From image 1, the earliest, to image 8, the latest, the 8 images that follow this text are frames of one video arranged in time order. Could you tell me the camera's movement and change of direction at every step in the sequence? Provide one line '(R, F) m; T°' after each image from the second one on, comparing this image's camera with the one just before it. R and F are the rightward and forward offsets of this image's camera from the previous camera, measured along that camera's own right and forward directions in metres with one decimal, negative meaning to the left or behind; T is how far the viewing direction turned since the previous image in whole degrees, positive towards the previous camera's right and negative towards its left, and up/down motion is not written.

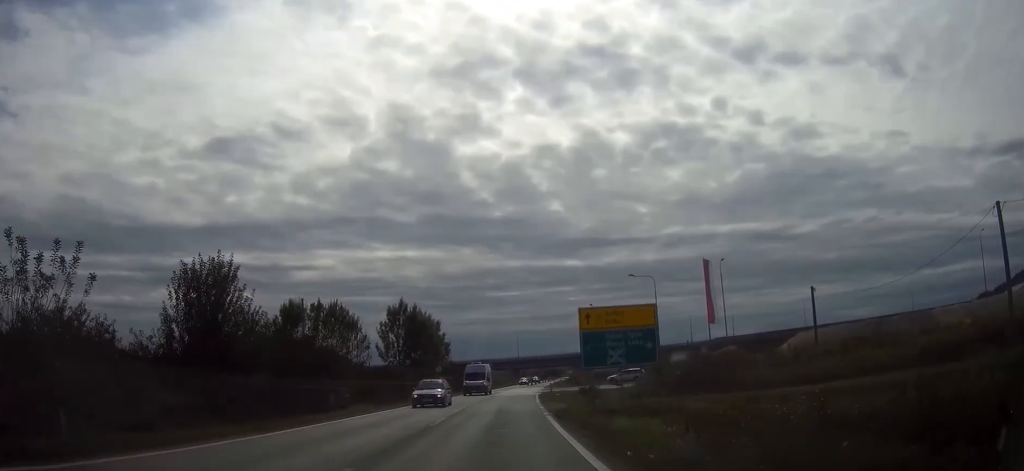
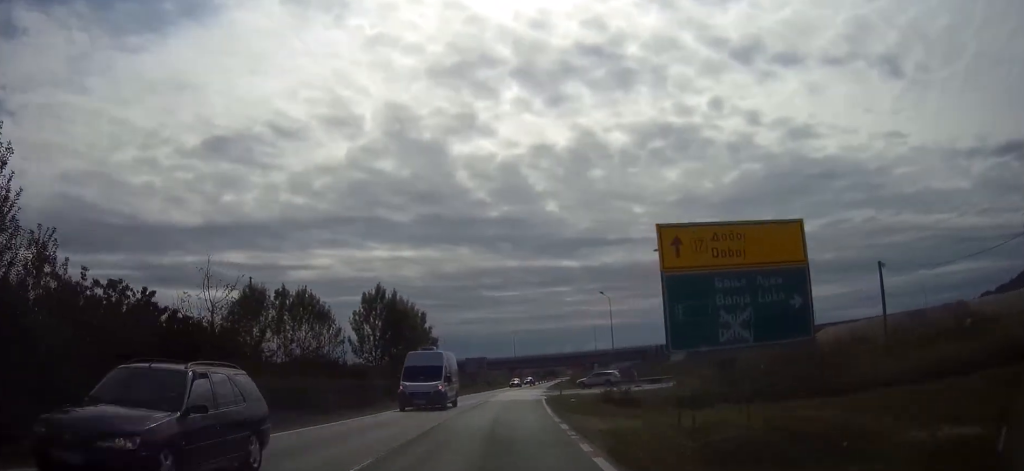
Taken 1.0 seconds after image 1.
(+0.1, +12.8) m; 0°
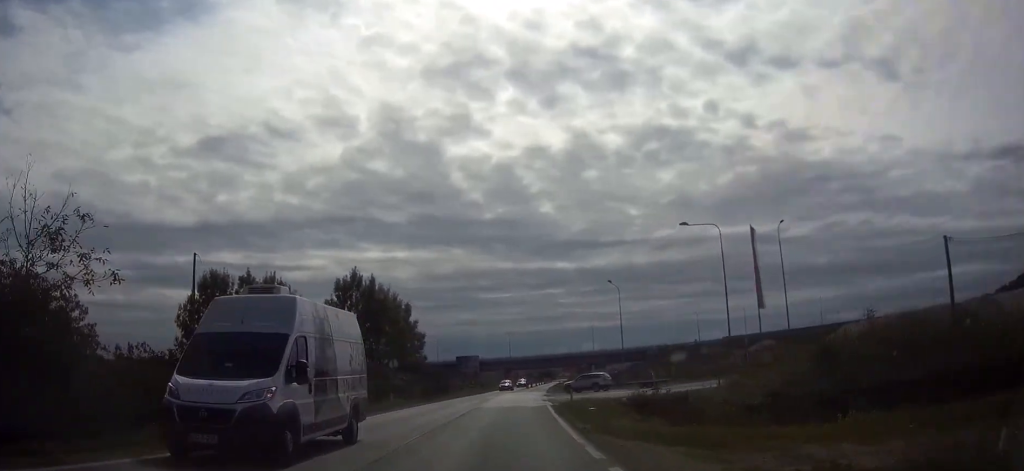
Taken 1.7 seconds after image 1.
(0.0, +9.5) m; 0°
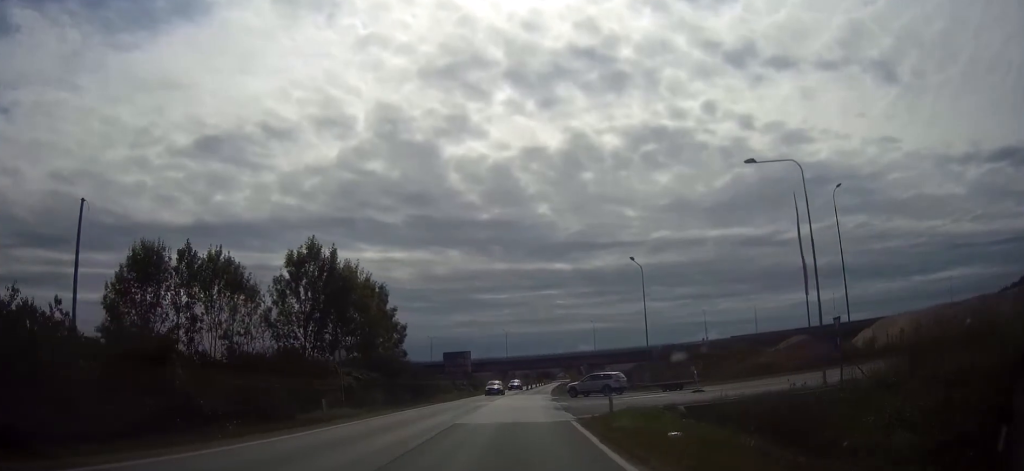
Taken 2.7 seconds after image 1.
(0.0, +13.0) m; 0°
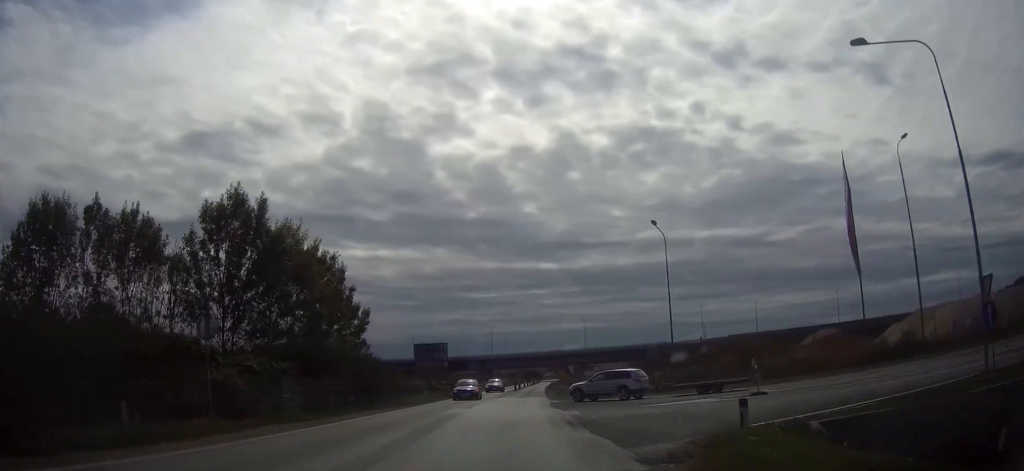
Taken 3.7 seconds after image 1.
(+0.1, +12.3) m; +1°
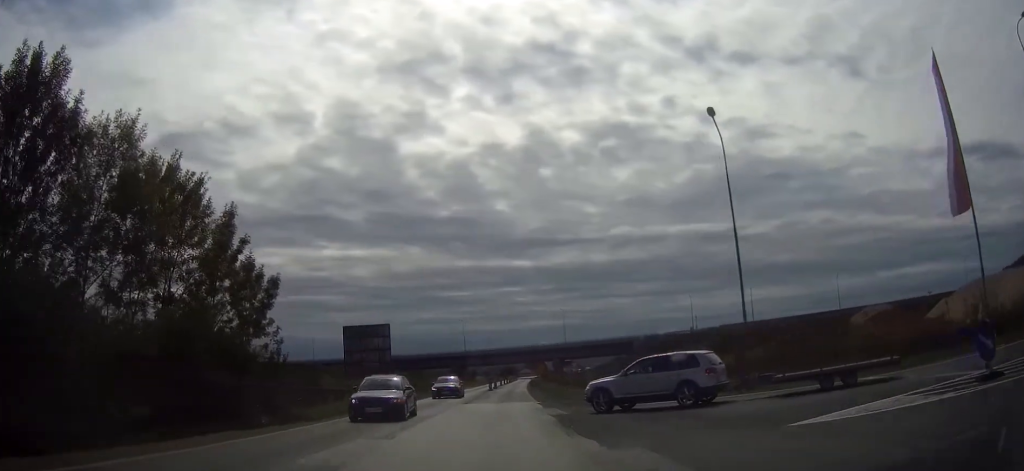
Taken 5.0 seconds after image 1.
(+0.4, +17.5) m; +2°
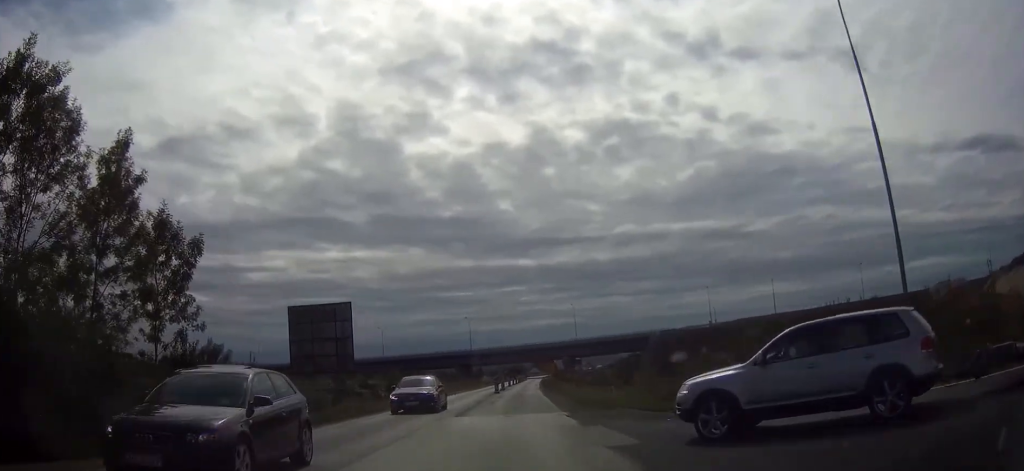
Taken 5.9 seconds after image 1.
(0.0, +11.5) m; 0°
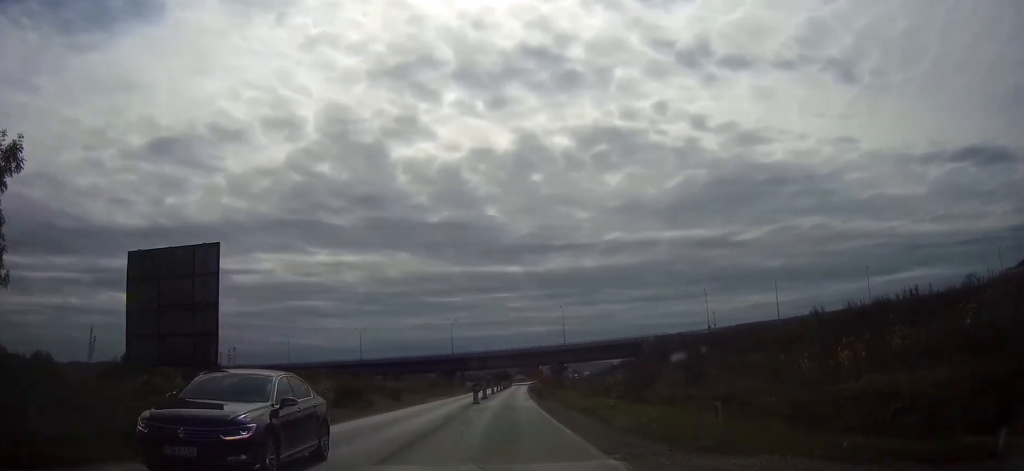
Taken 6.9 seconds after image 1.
(0.0, +12.3) m; +1°
